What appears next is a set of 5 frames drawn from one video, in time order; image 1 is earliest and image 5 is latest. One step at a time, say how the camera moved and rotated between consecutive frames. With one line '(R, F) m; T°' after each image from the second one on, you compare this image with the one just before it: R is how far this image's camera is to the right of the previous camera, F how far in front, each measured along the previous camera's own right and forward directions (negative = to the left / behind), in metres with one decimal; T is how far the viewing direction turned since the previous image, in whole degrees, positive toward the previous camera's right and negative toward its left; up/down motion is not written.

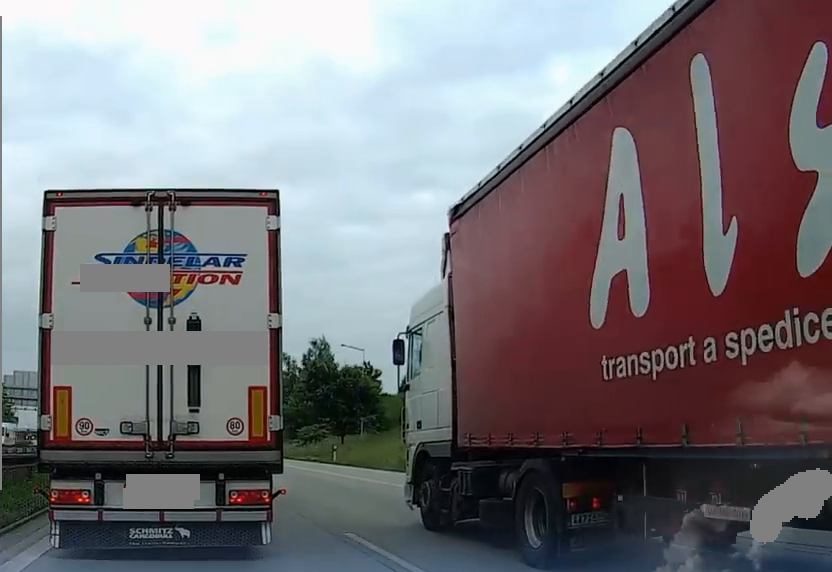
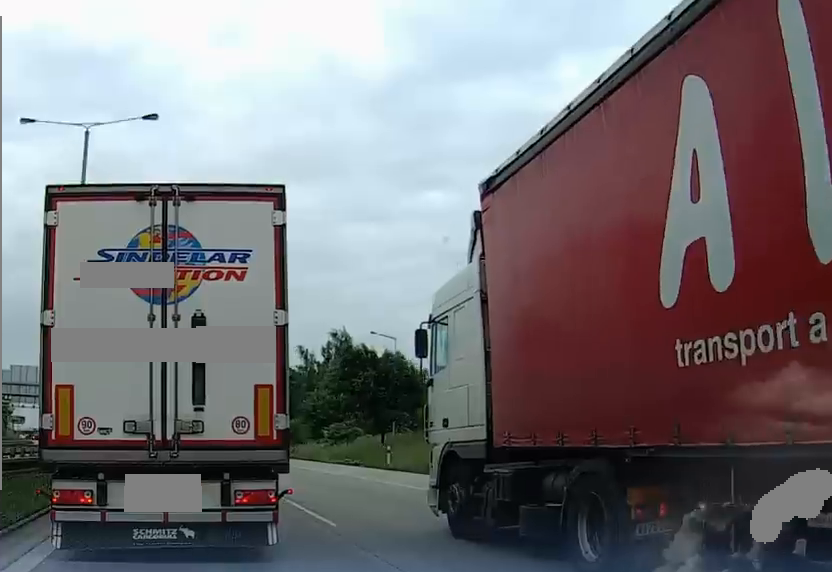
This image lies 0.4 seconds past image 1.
(+0.4, +10.9) m; 0°
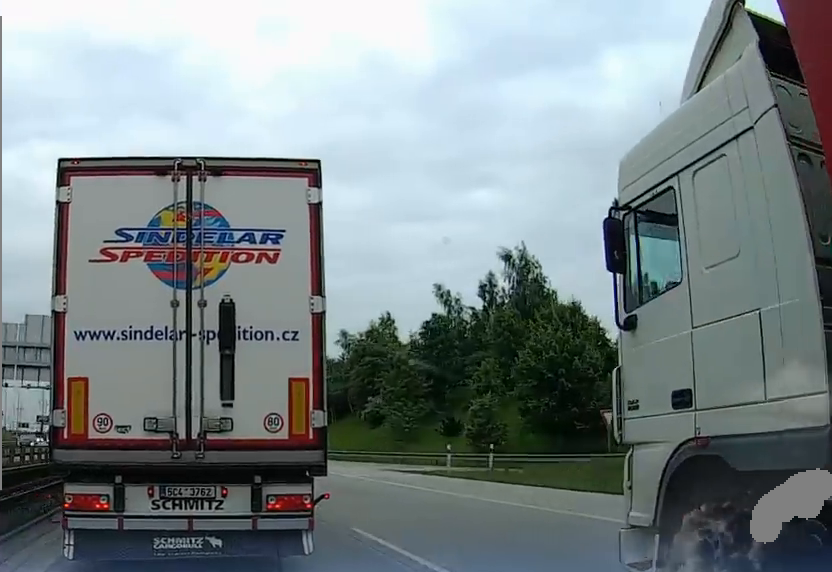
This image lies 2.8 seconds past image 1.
(-2.2, +59.4) m; -2°
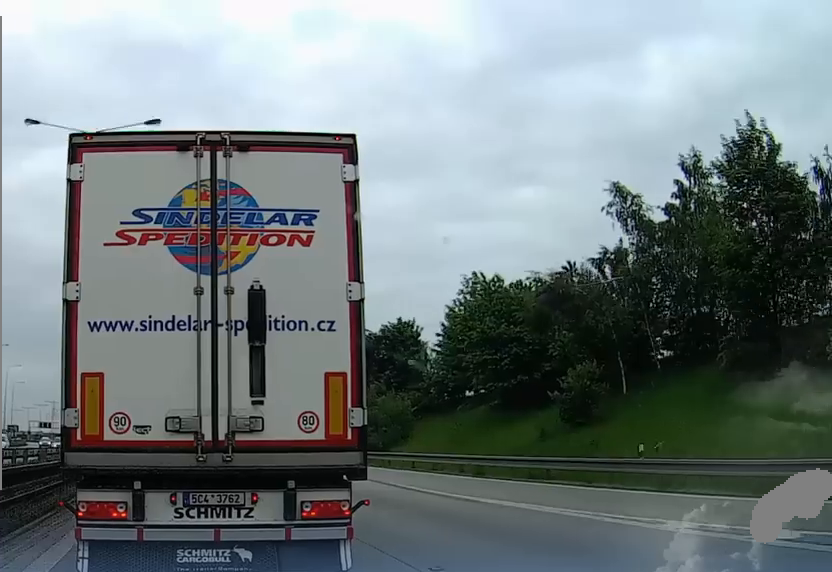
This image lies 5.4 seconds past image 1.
(-1.7, +62.3) m; -4°
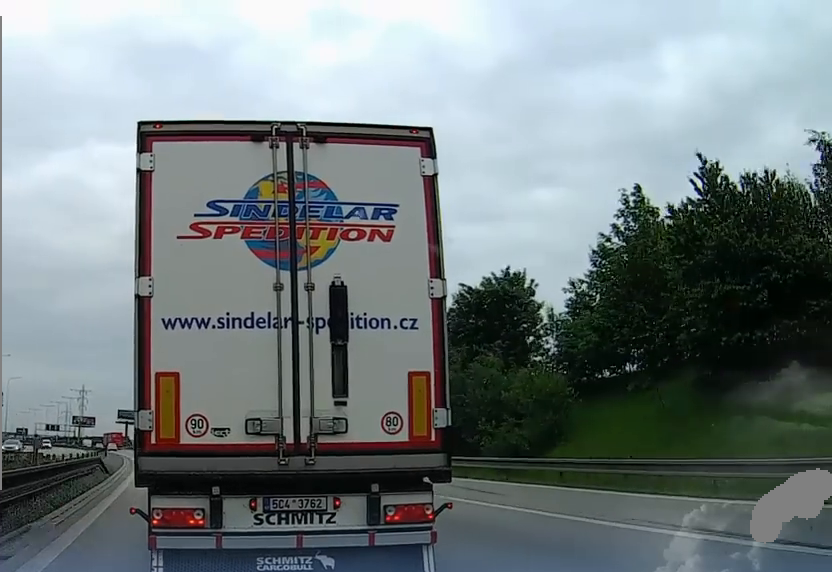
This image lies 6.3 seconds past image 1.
(-0.2, +24.3) m; -2°
